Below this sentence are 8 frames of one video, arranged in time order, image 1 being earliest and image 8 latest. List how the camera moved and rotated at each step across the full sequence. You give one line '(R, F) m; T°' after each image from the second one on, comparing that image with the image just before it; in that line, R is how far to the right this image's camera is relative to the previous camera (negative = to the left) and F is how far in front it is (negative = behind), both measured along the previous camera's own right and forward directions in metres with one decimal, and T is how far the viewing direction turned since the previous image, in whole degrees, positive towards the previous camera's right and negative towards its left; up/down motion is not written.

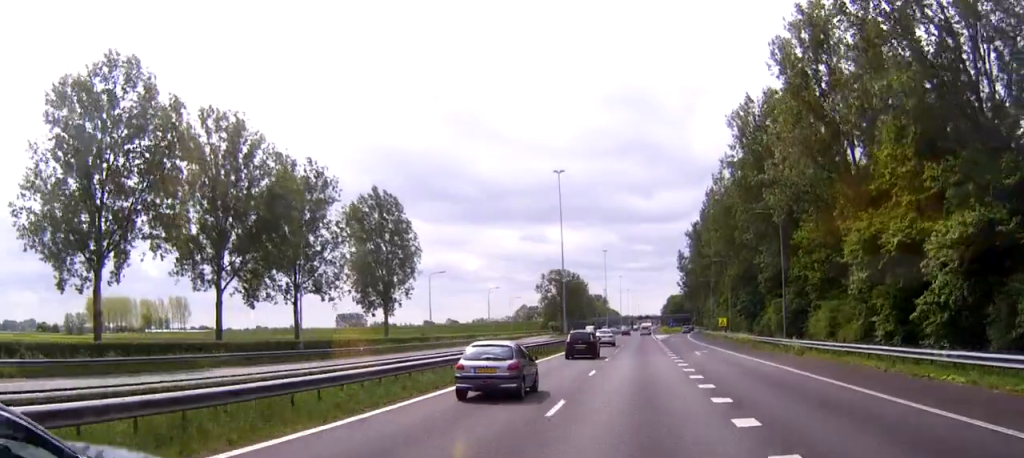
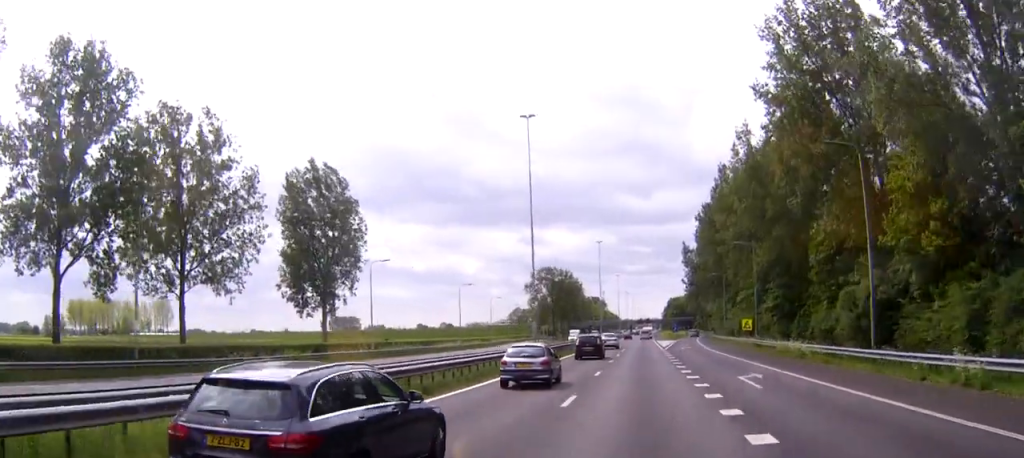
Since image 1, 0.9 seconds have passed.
(+0.2, +21.8) m; 0°
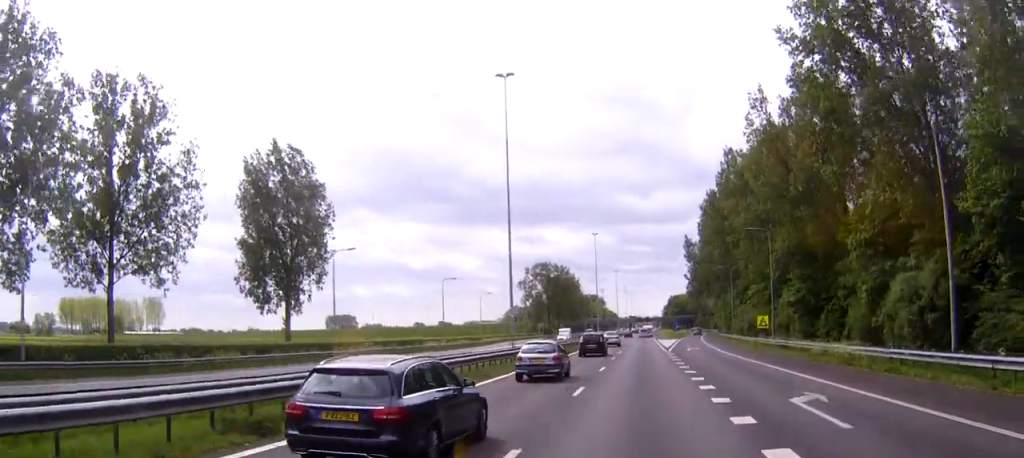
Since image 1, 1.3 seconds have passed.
(0.0, +9.7) m; 0°
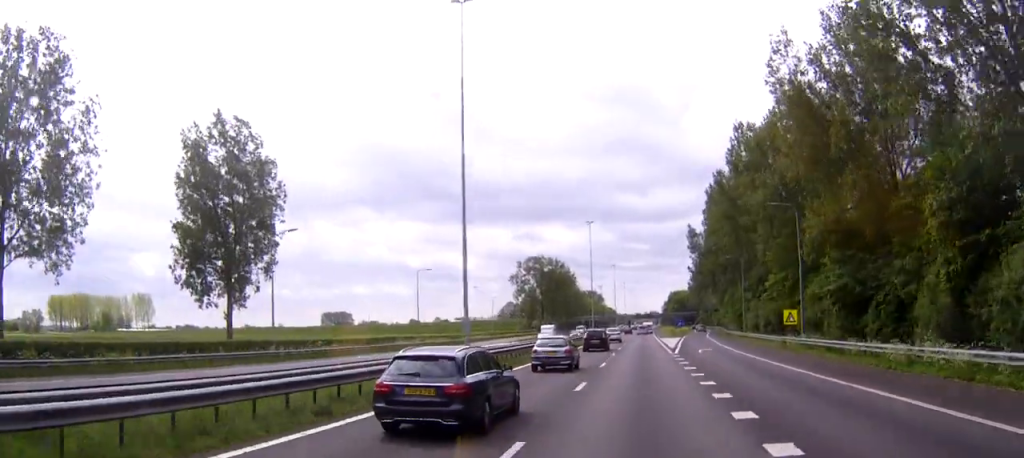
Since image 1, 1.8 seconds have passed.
(0.0, +12.0) m; 0°
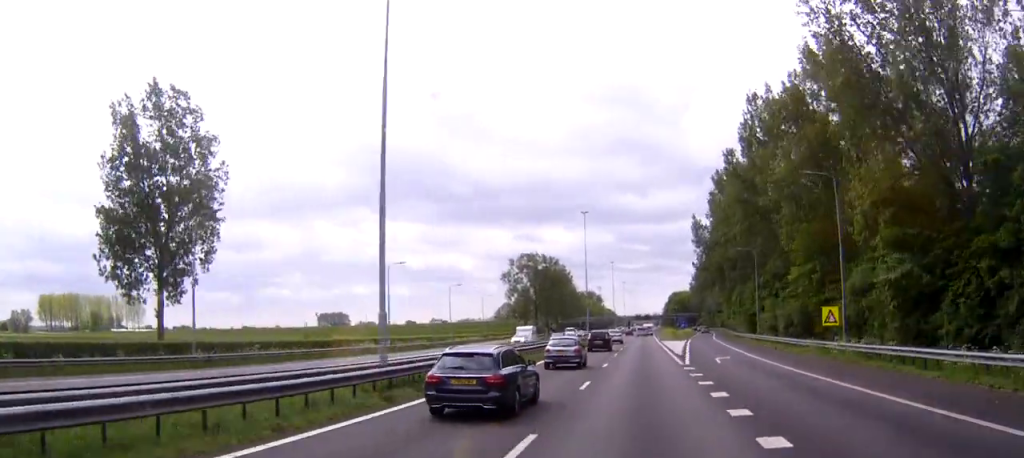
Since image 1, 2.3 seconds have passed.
(+0.1, +11.2) m; 0°
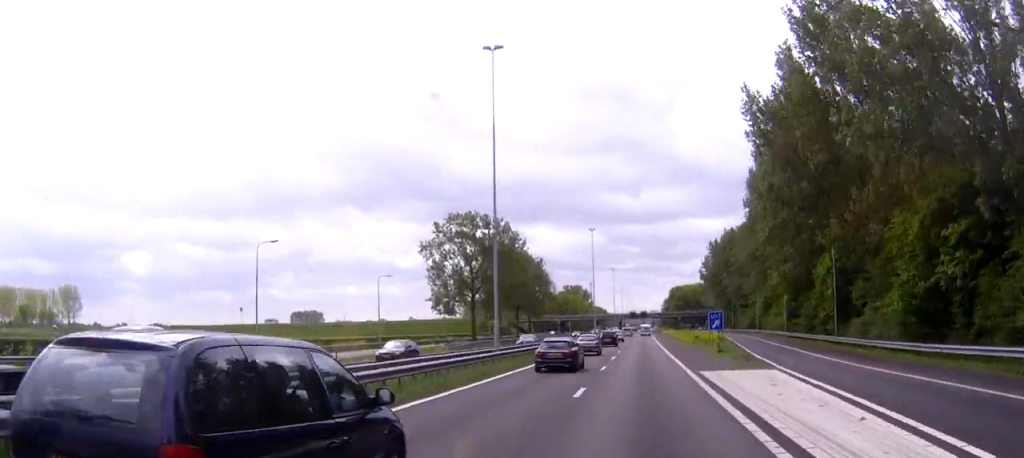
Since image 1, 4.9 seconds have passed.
(-0.2, +63.4) m; 0°
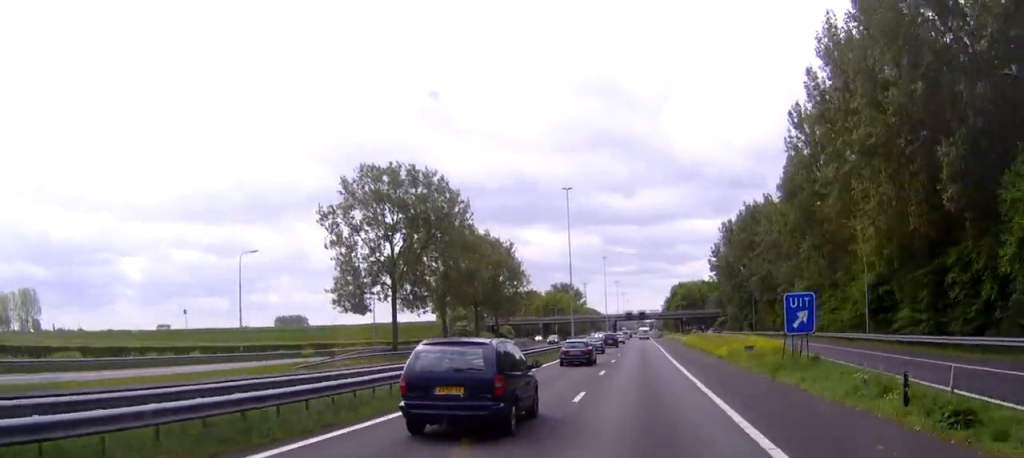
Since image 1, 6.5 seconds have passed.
(+0.5, +37.1) m; +1°
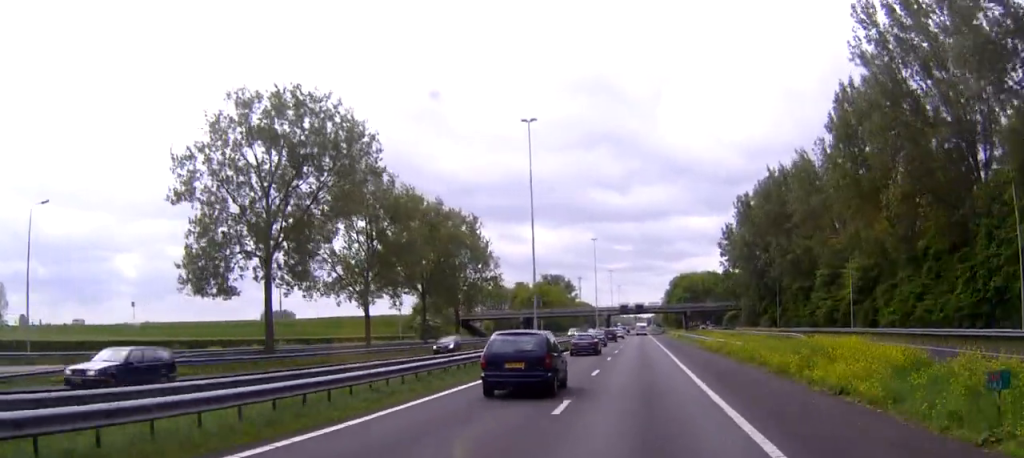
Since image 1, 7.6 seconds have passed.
(-0.1, +28.6) m; -1°
